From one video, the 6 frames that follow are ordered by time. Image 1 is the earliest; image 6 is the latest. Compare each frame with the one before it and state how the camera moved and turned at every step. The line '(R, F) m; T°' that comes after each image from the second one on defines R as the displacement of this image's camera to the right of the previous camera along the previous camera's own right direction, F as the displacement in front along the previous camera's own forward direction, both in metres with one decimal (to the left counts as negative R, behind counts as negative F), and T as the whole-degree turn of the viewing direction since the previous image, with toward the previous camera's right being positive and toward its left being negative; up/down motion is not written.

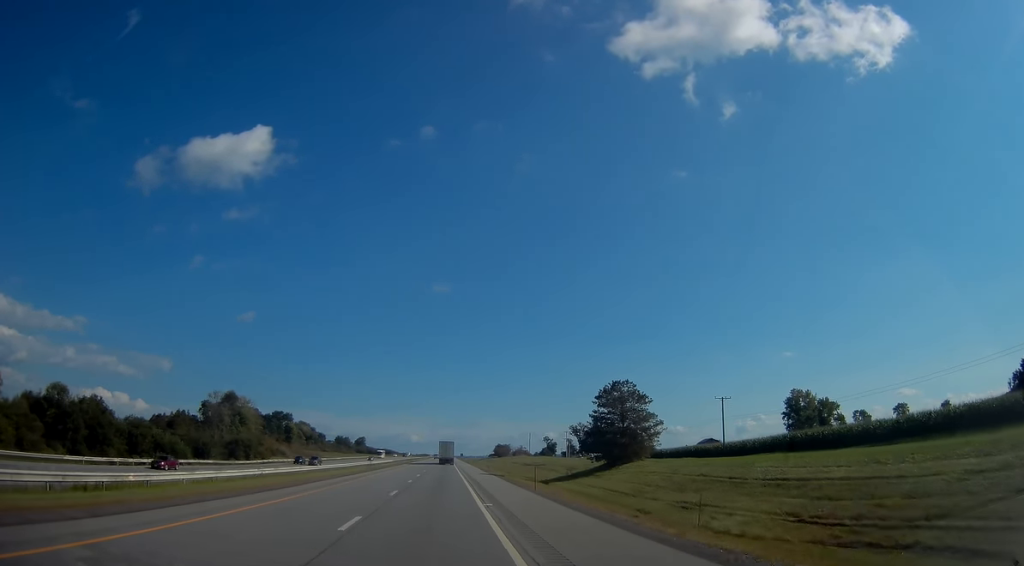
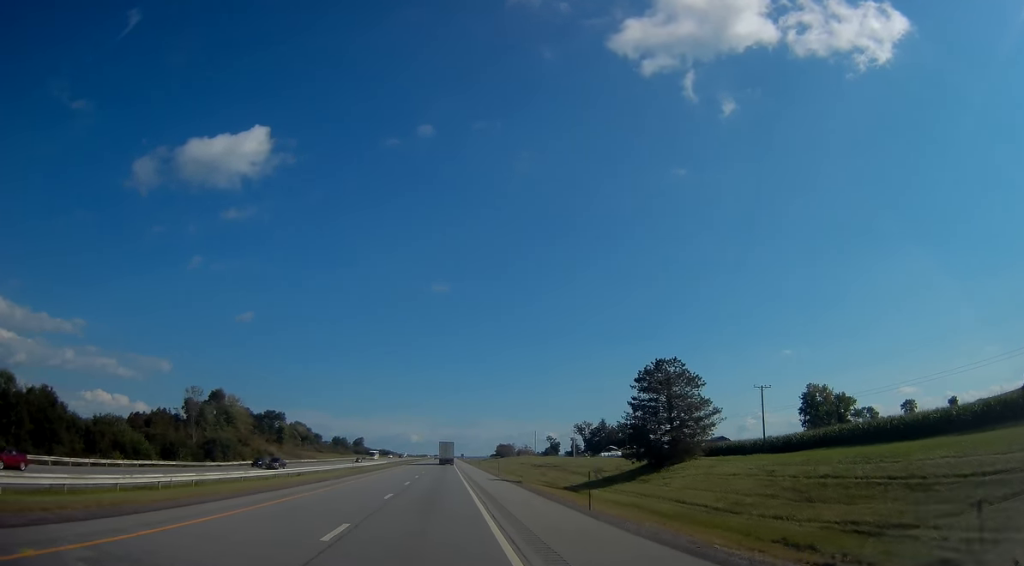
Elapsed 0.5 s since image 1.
(+0.1, +14.0) m; 0°
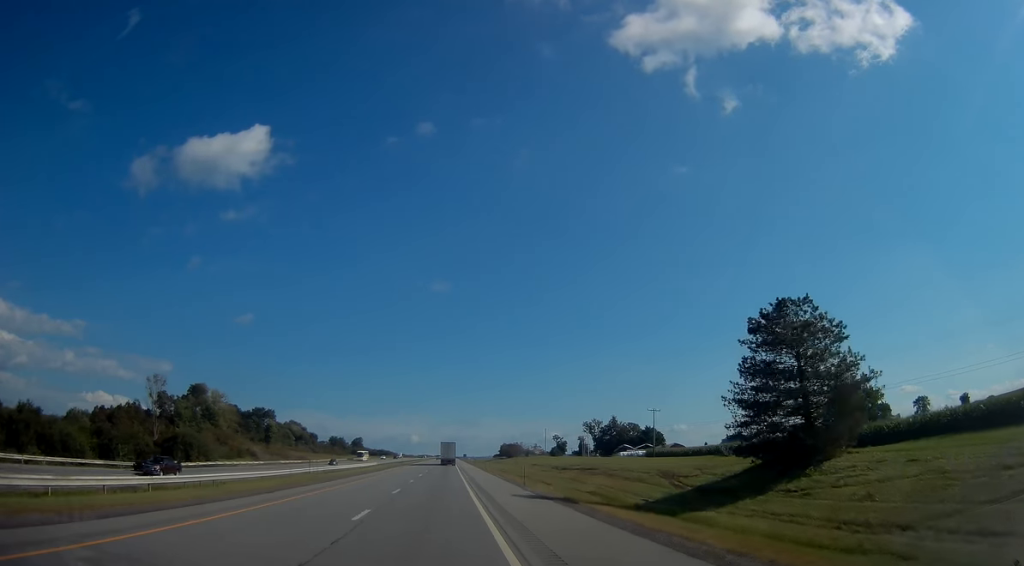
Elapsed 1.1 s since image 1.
(+0.1, +20.1) m; 0°
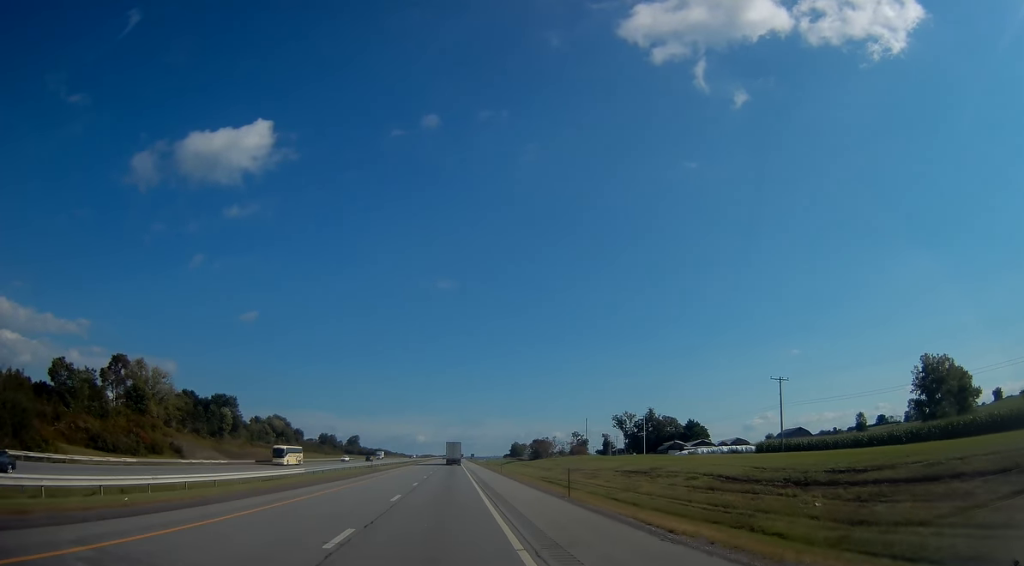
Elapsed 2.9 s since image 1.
(-0.4, +54.1) m; 0°
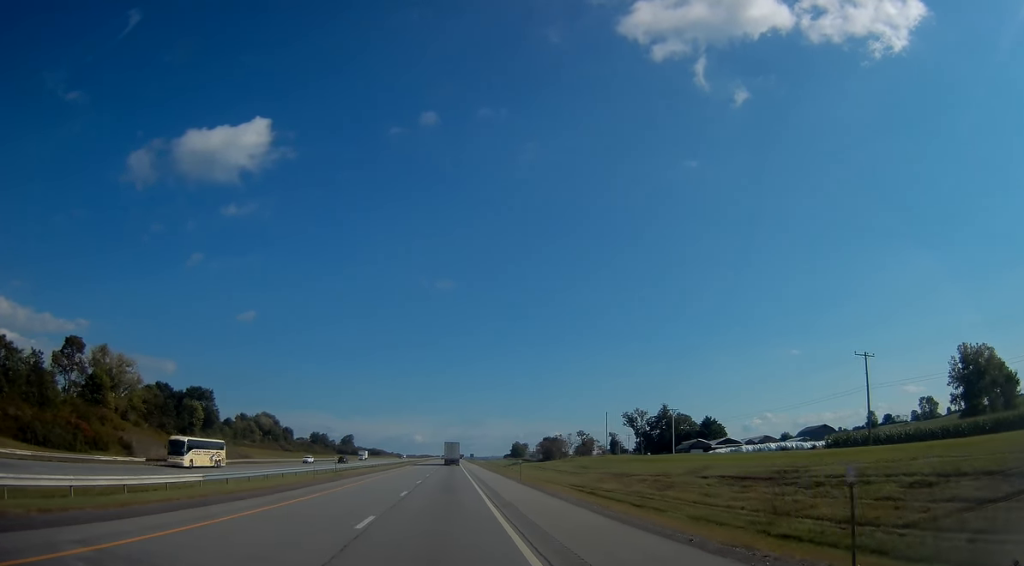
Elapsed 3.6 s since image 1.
(+0.2, +21.1) m; 0°
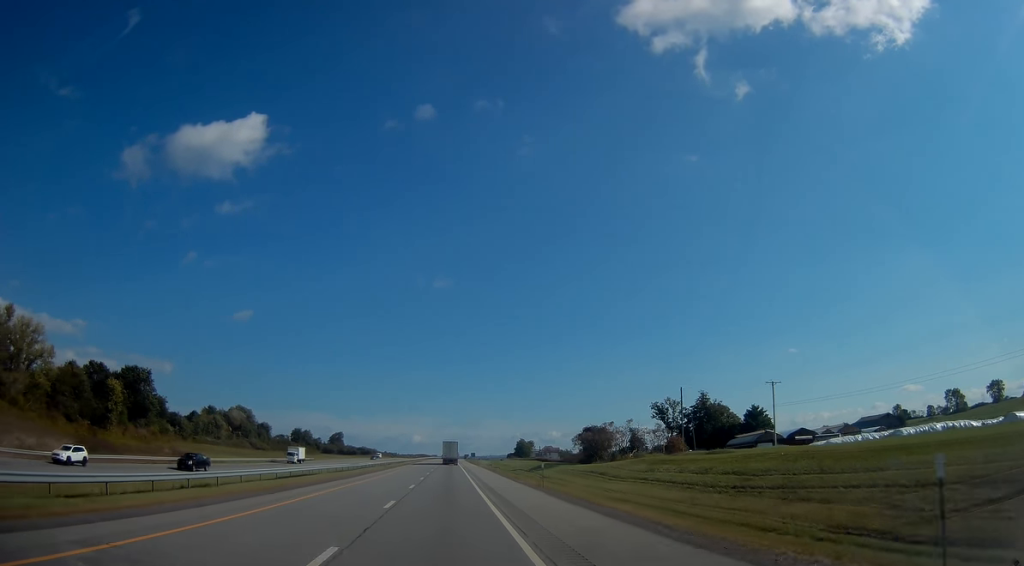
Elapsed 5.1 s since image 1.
(-0.5, +43.1) m; 0°
